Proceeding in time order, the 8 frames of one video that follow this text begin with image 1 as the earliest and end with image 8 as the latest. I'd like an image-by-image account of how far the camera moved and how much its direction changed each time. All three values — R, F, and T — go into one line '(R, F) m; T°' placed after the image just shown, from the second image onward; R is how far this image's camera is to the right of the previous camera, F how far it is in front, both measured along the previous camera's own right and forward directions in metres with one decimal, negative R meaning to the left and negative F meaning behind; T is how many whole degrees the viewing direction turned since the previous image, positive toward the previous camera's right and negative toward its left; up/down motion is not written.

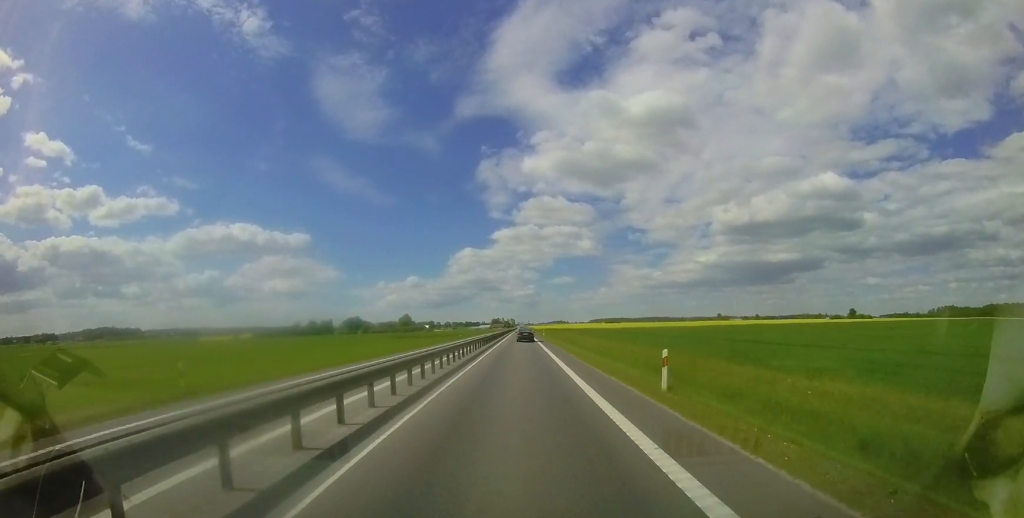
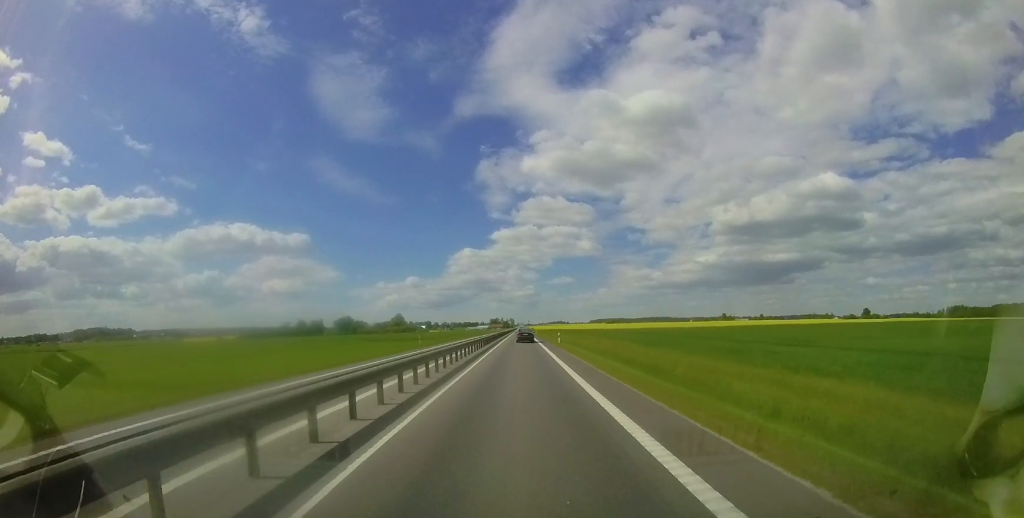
(-0.1, +24.4) m; 0°
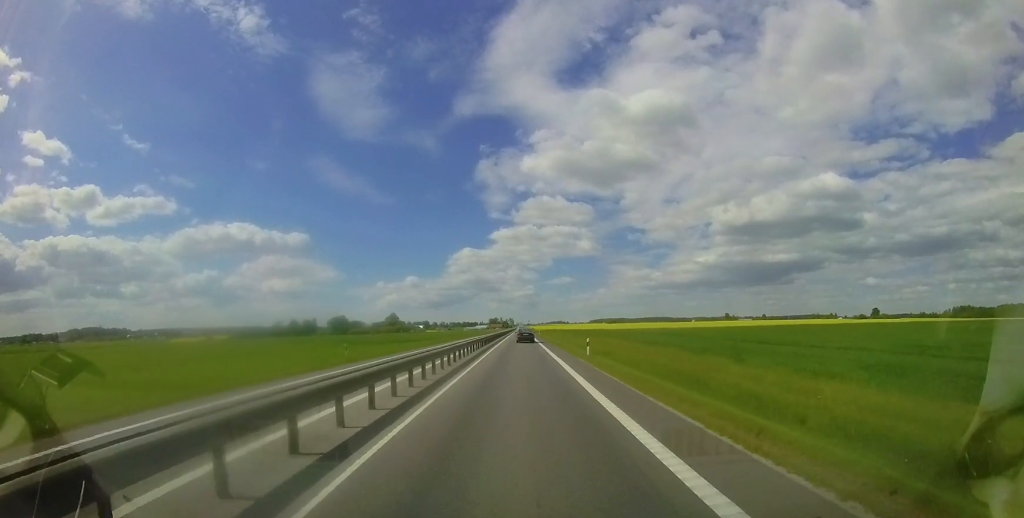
(-0.1, +14.8) m; 0°
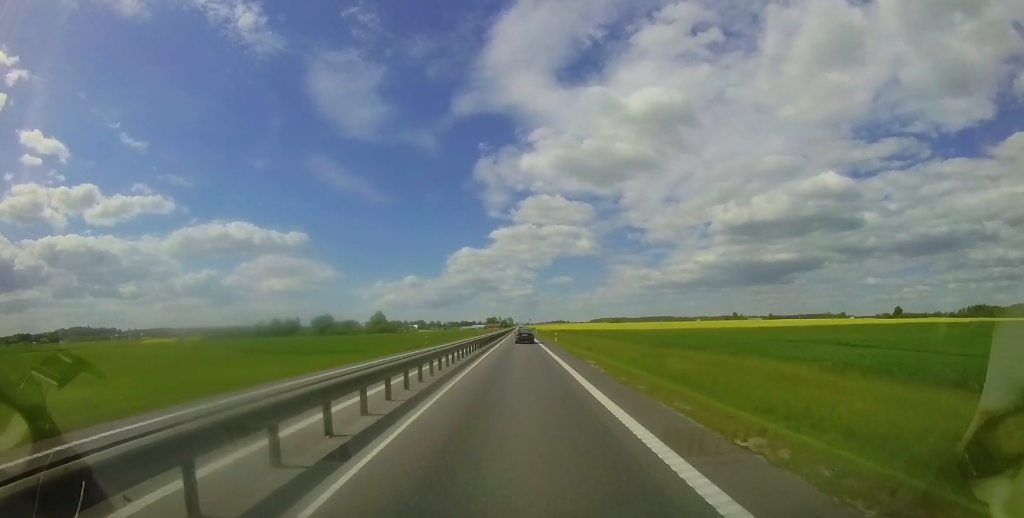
(0.0, +33.9) m; +1°
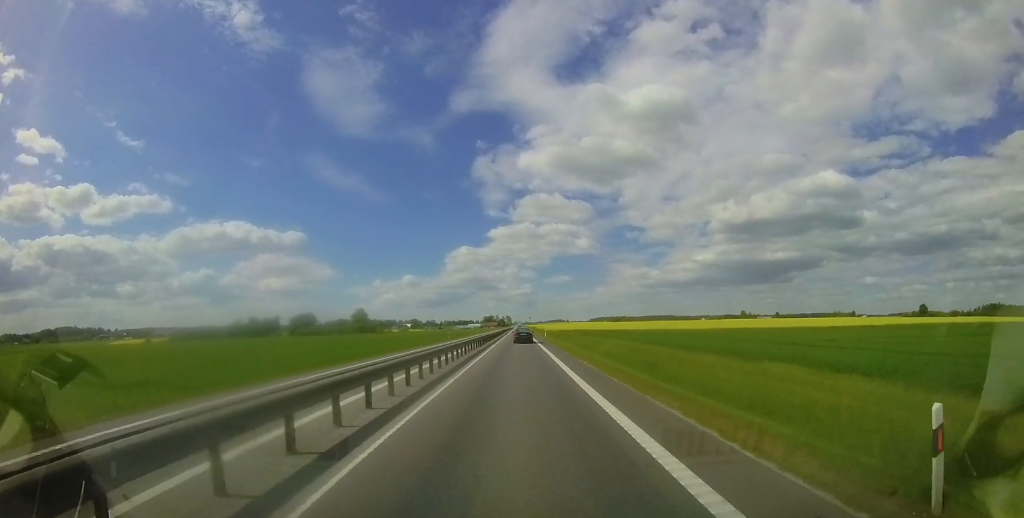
(+0.6, +36.0) m; +1°
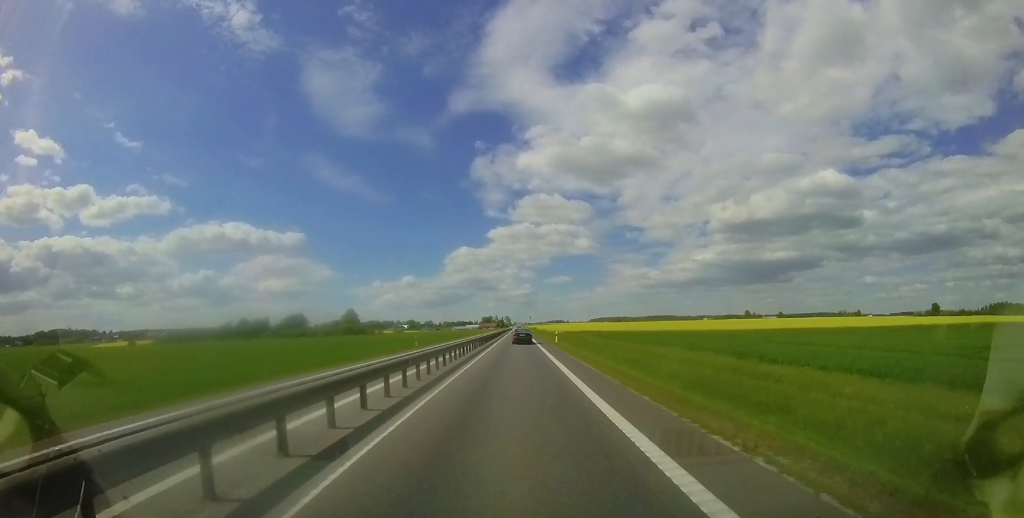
(-0.1, +15.8) m; -1°
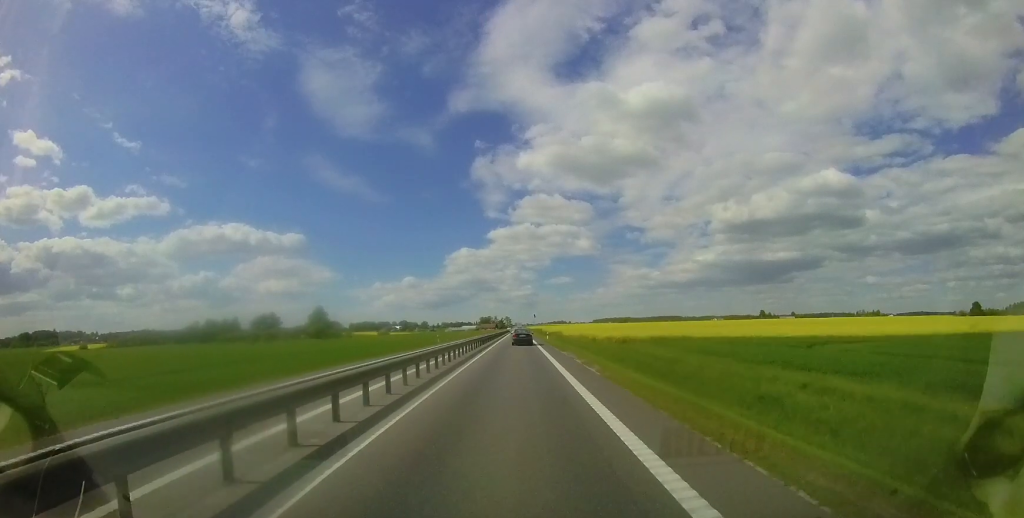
(-0.5, +46.4) m; -1°
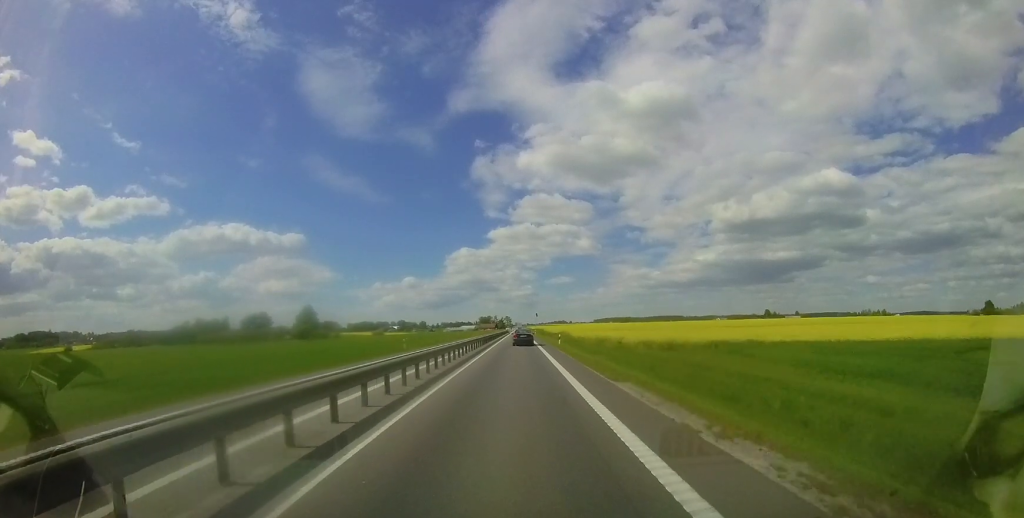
(+0.2, +13.7) m; 0°
